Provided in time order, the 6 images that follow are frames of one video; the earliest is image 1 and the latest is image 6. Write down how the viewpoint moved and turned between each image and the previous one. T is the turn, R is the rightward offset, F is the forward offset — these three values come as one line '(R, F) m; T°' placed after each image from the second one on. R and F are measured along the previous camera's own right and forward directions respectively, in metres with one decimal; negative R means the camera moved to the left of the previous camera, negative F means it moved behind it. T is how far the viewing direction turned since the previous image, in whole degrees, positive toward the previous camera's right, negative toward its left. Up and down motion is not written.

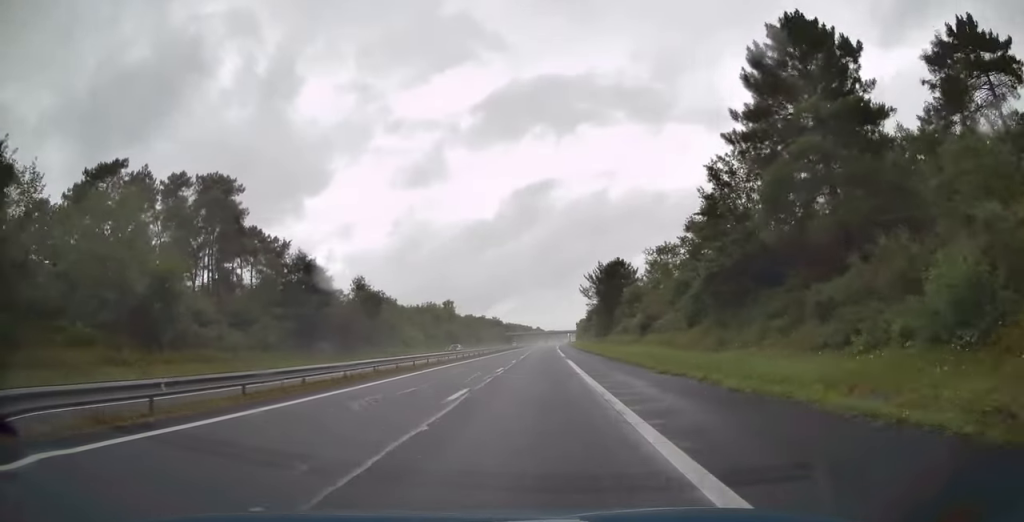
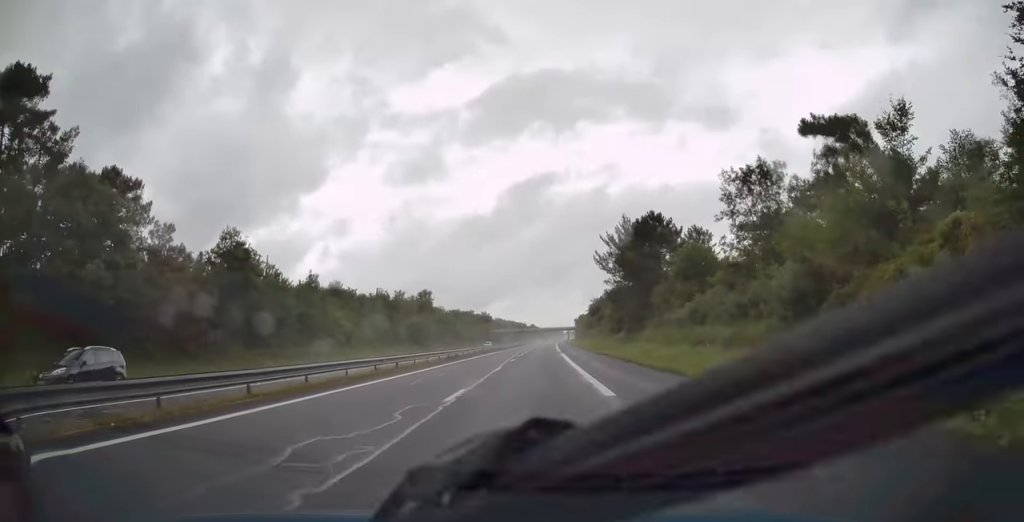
(+0.2, +39.6) m; 0°
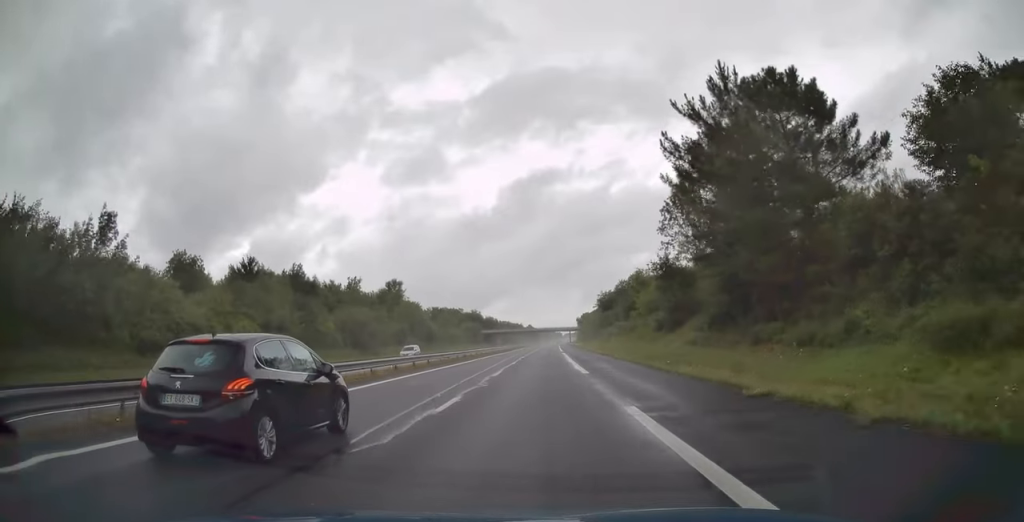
(+0.1, +41.3) m; 0°
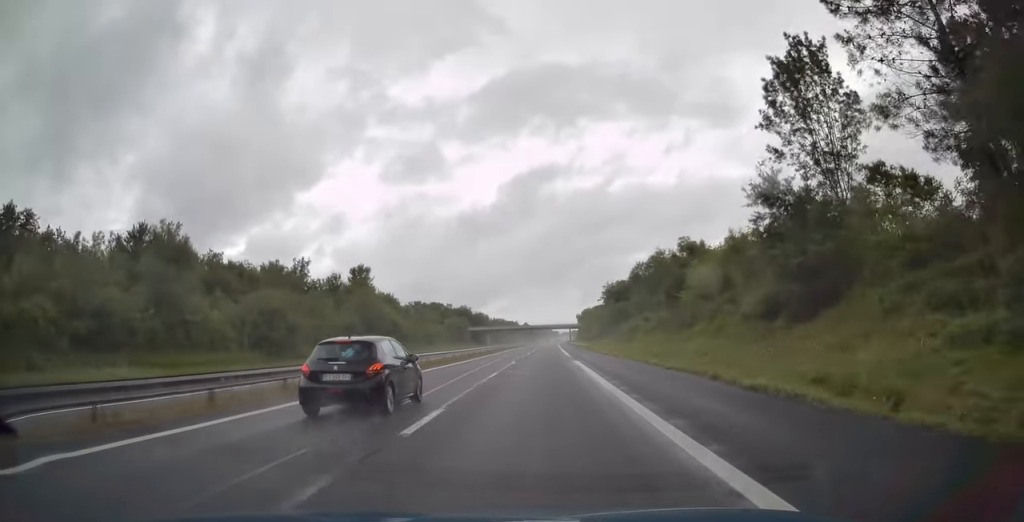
(0.0, +28.9) m; 0°
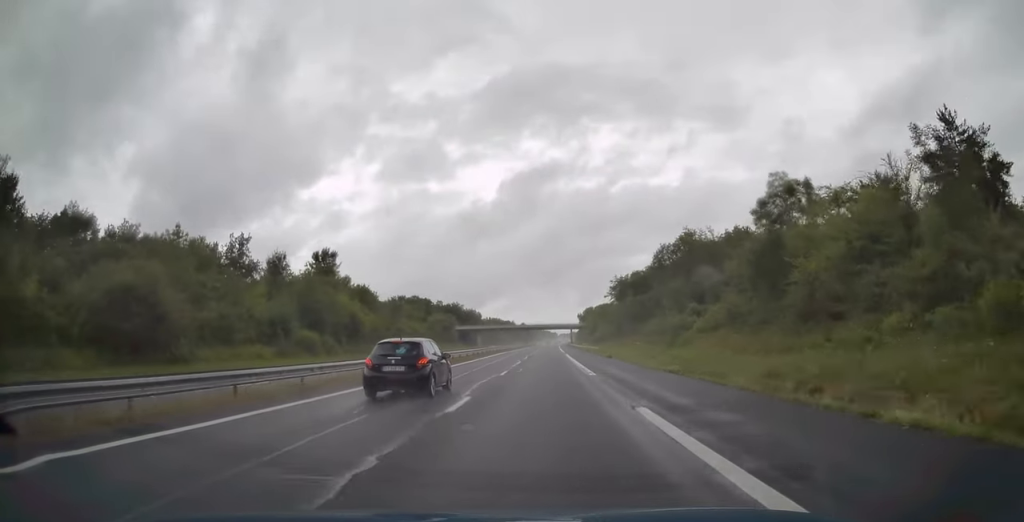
(+0.1, +23.1) m; 0°
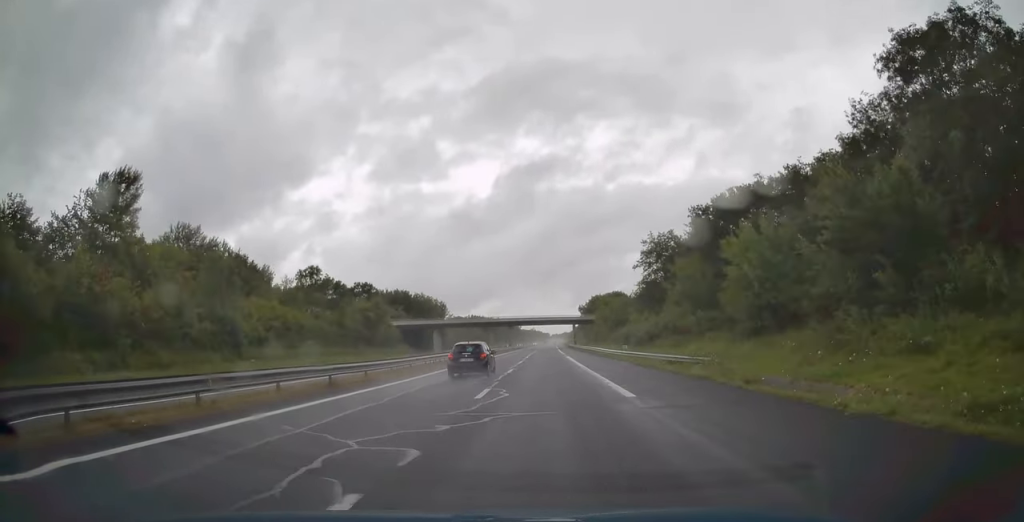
(+0.5, +61.8) m; +1°
